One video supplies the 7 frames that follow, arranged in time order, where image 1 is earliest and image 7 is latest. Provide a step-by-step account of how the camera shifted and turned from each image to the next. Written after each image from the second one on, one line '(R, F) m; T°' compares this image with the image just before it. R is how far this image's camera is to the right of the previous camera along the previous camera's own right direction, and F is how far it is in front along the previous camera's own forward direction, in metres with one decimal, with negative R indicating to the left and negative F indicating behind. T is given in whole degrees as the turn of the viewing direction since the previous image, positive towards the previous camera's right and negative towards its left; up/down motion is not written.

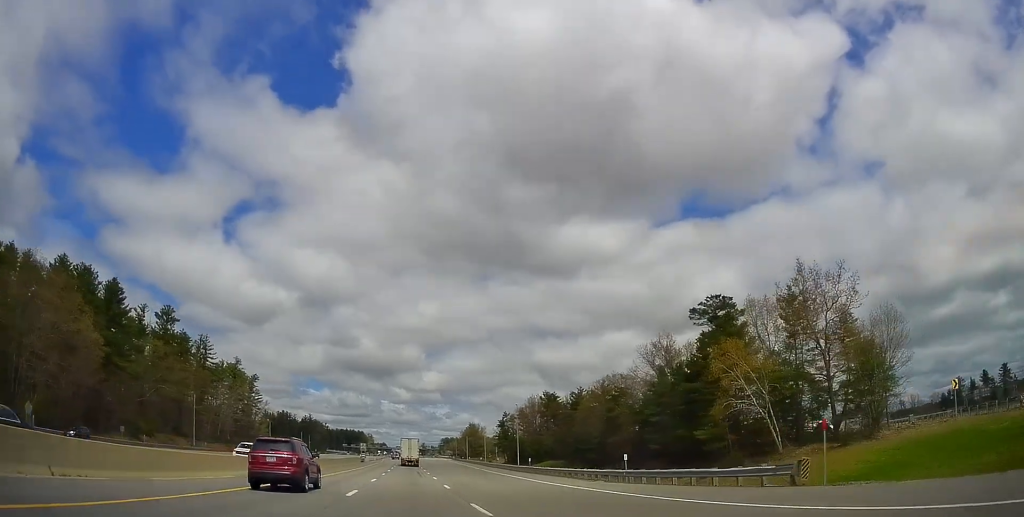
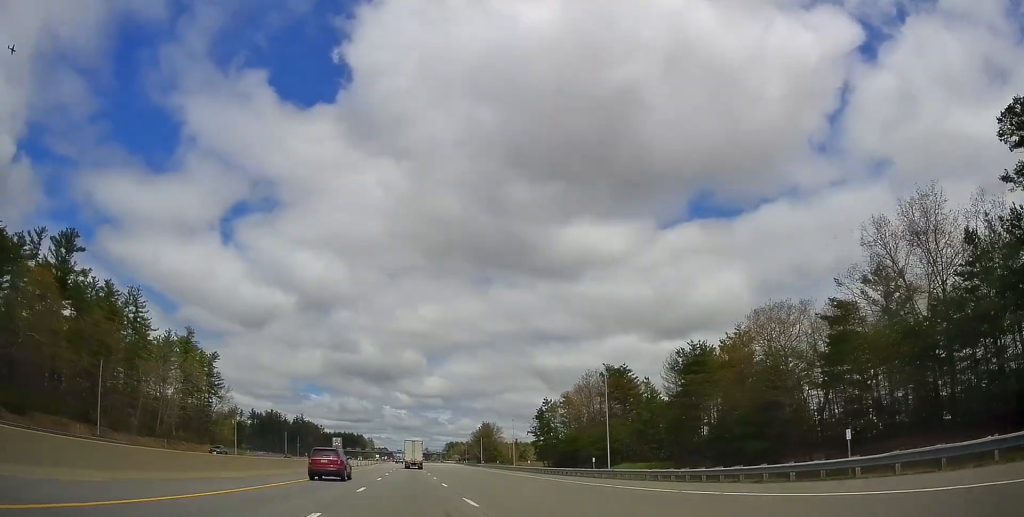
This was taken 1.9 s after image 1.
(+1.1, +50.0) m; +2°
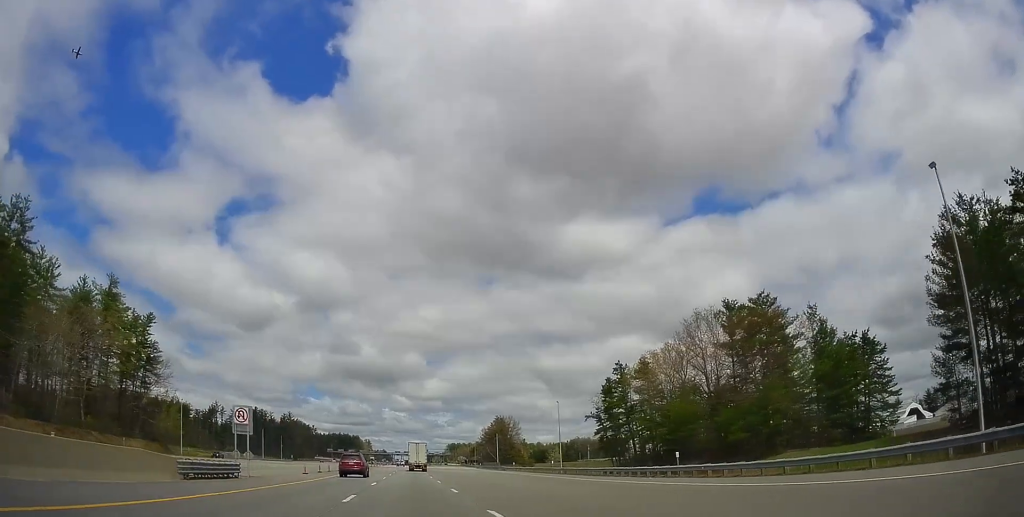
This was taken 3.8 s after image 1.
(0.0, +46.1) m; +1°
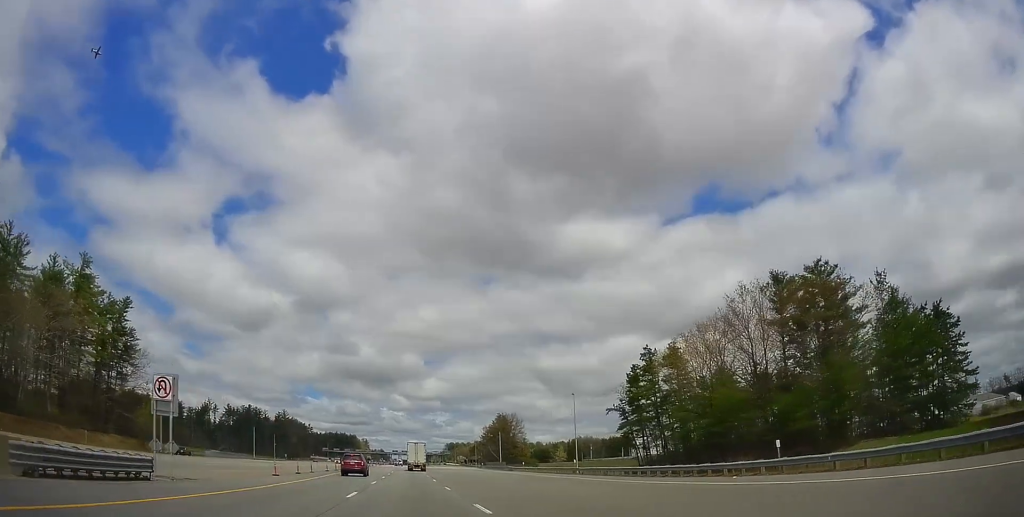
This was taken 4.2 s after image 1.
(-0.1, +11.2) m; 0°
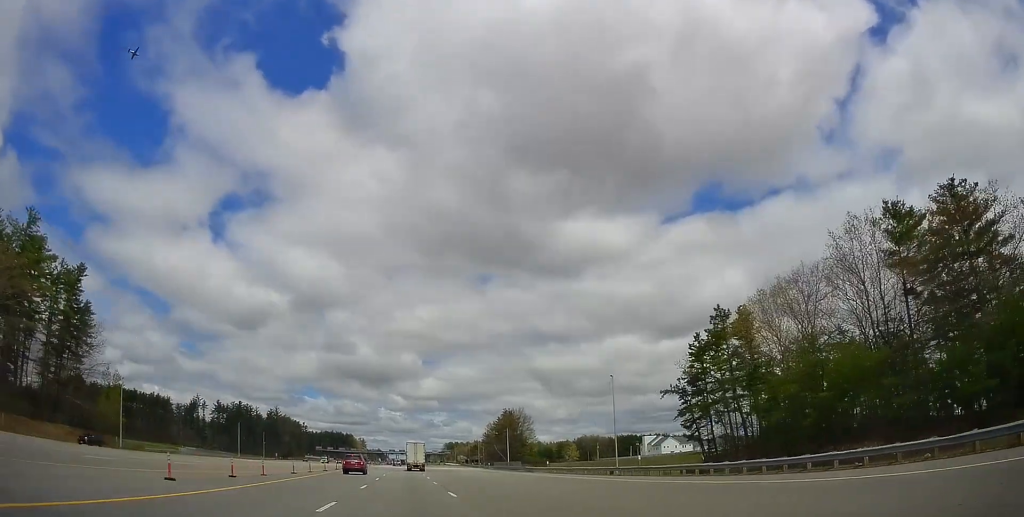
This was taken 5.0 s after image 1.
(+0.2, +19.1) m; 0°
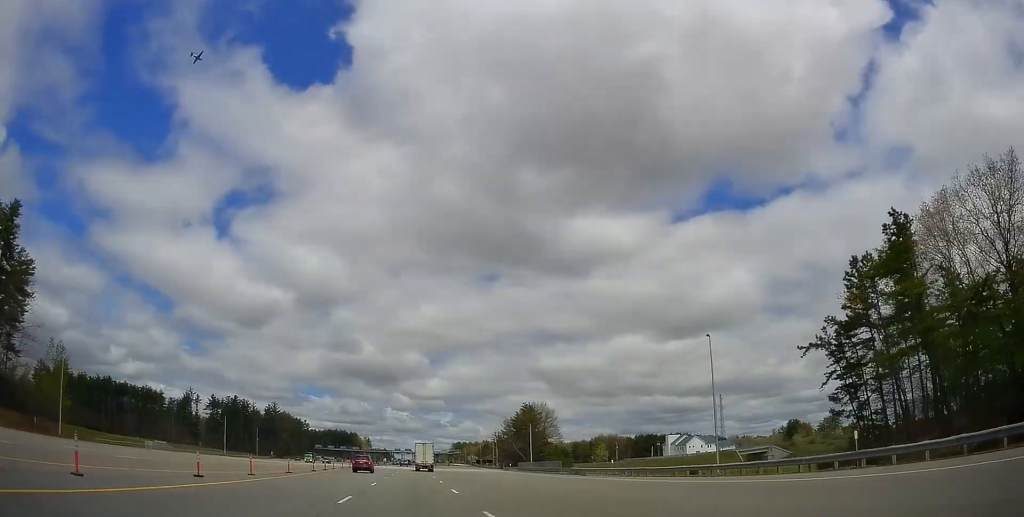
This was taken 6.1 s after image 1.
(0.0, +24.3) m; -1°
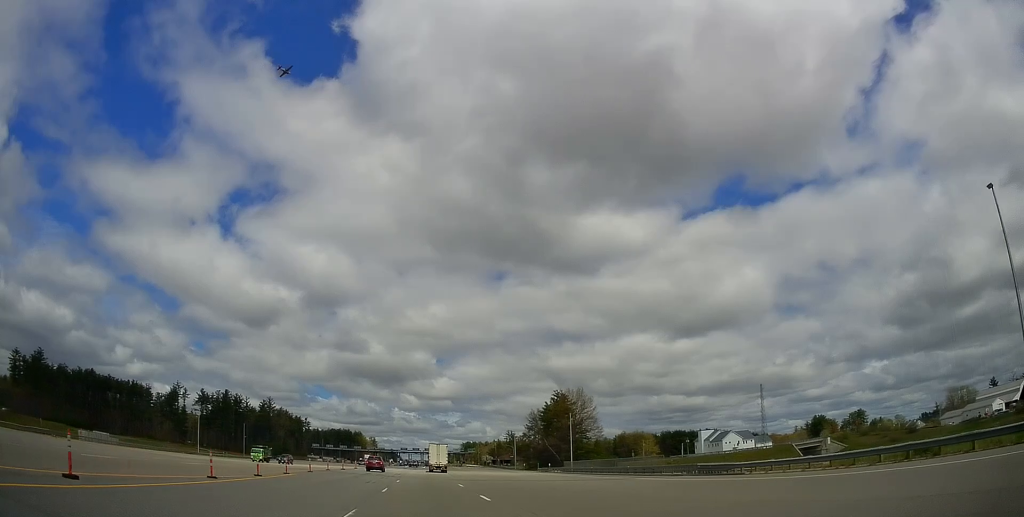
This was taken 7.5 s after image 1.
(-0.2, +32.0) m; -1°
